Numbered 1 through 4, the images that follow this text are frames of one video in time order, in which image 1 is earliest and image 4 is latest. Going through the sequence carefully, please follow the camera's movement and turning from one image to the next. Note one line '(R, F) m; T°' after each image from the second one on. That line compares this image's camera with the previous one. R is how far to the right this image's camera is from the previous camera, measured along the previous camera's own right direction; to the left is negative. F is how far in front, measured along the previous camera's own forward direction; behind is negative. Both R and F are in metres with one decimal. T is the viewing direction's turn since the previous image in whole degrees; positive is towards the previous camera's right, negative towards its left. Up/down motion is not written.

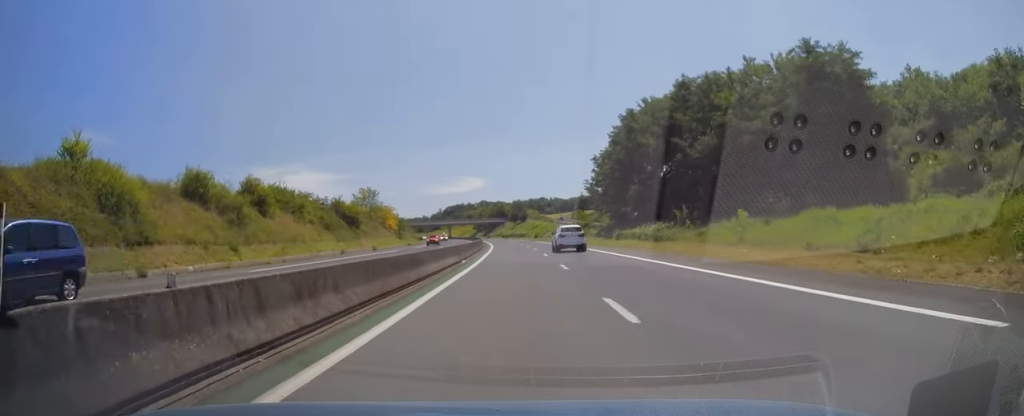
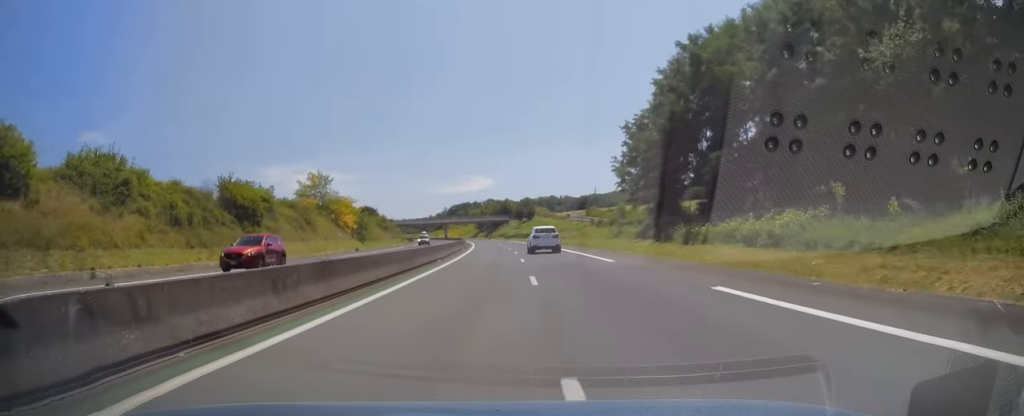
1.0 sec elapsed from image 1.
(0.0, +31.7) m; 0°
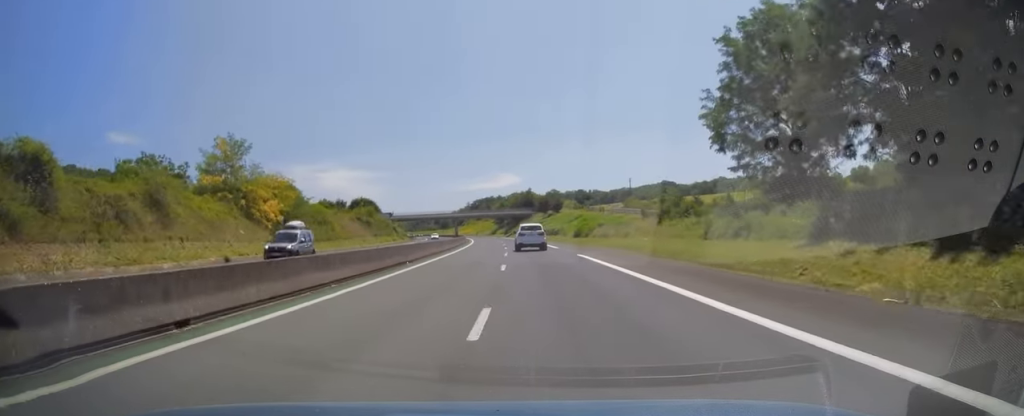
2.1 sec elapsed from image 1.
(-0.2, +33.7) m; -2°
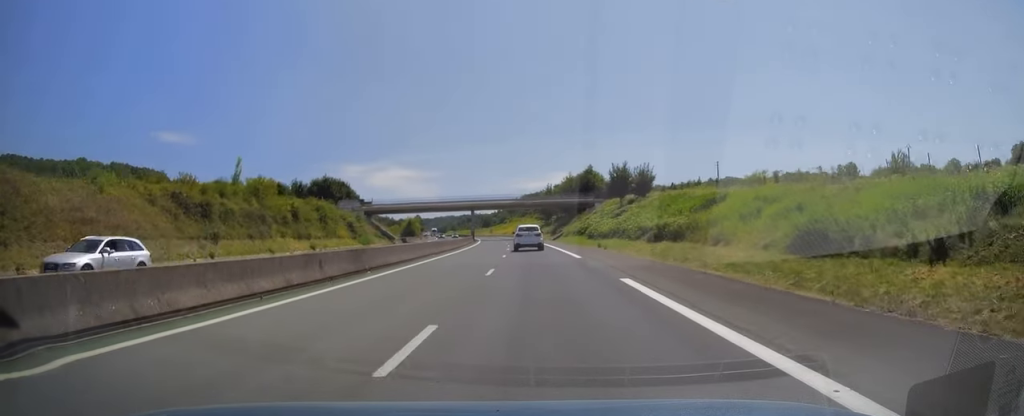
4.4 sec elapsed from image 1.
(-3.0, +67.1) m; -6°
